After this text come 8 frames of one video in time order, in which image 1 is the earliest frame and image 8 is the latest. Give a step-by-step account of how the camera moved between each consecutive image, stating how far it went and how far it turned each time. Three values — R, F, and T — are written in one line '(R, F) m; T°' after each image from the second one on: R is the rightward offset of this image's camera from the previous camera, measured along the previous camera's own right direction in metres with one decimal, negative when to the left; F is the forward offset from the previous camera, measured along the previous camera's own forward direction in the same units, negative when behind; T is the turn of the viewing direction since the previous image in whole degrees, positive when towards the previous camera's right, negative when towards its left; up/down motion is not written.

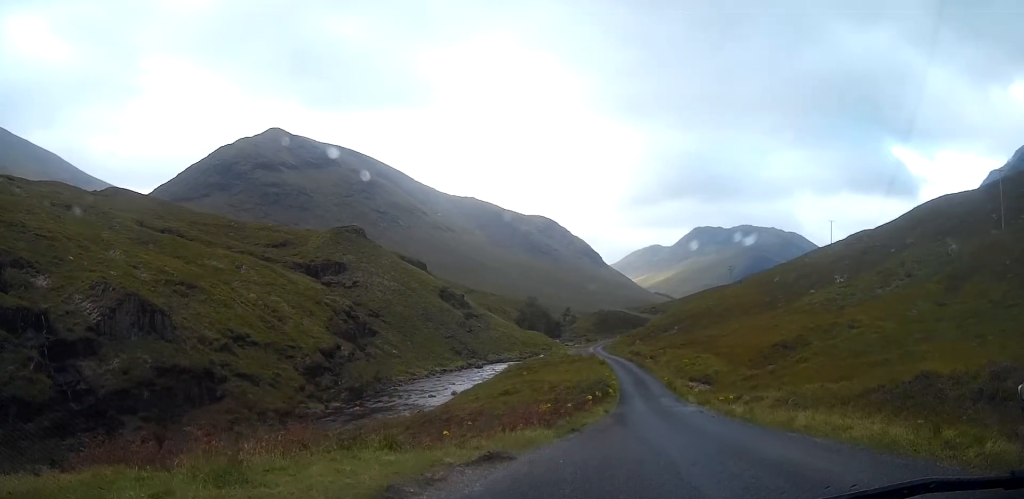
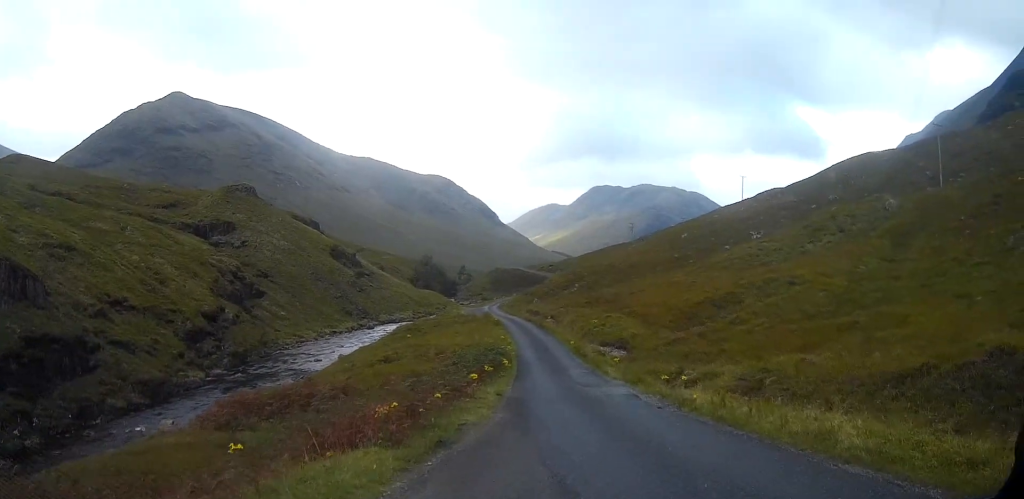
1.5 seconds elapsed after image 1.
(+0.2, +7.6) m; +3°
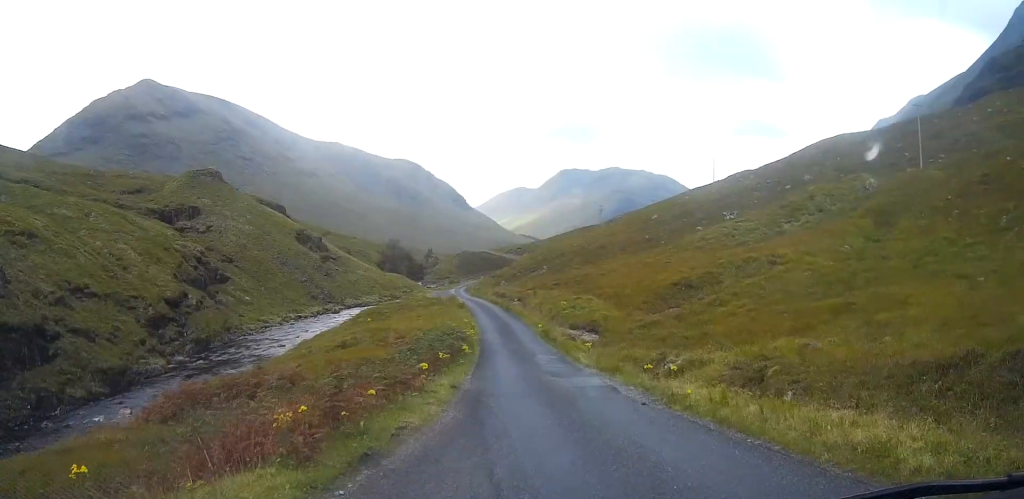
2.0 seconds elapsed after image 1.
(0.0, +2.5) m; +1°
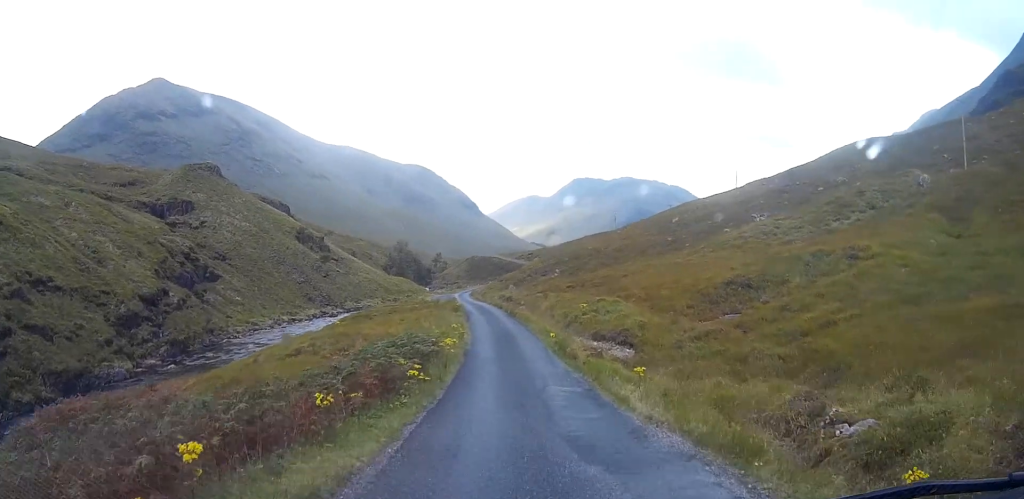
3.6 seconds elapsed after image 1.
(+0.2, +10.4) m; +2°
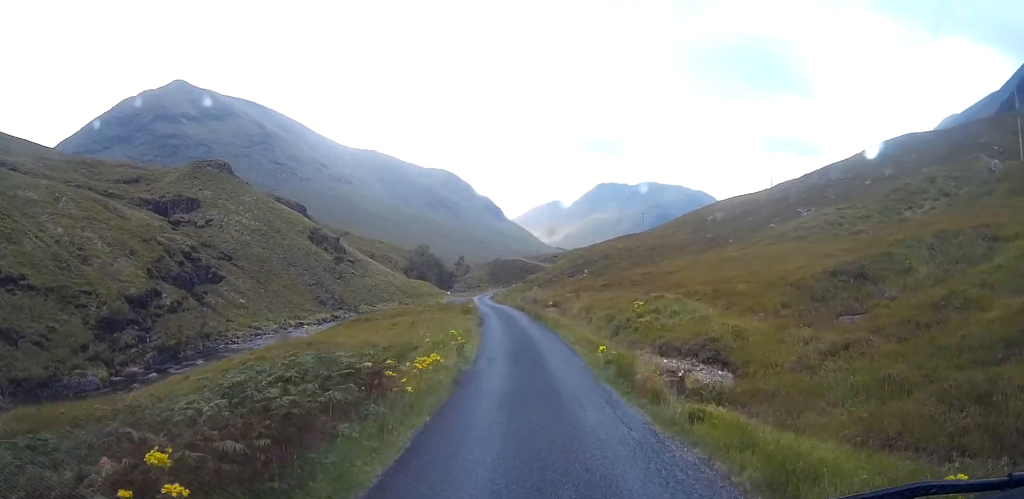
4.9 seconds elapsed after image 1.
(0.0, +9.6) m; 0°
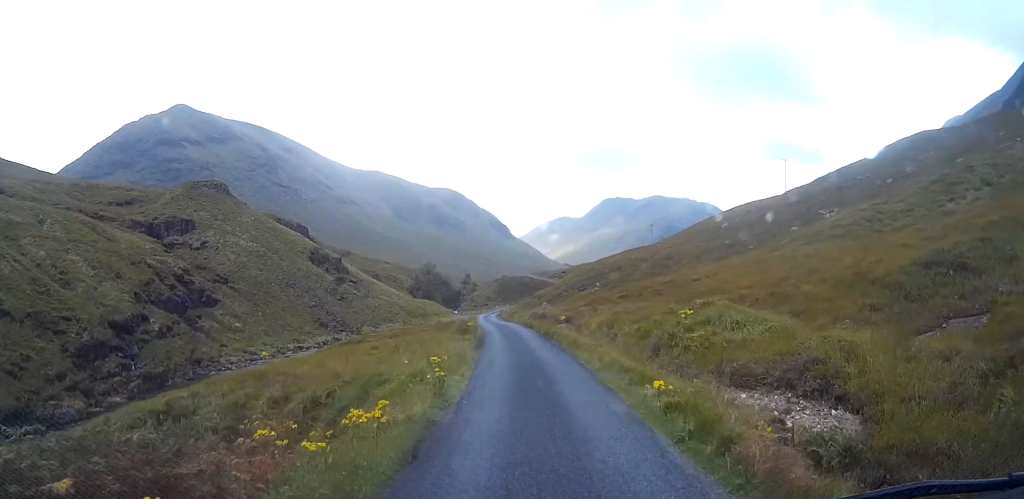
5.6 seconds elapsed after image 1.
(0.0, +6.0) m; -1°
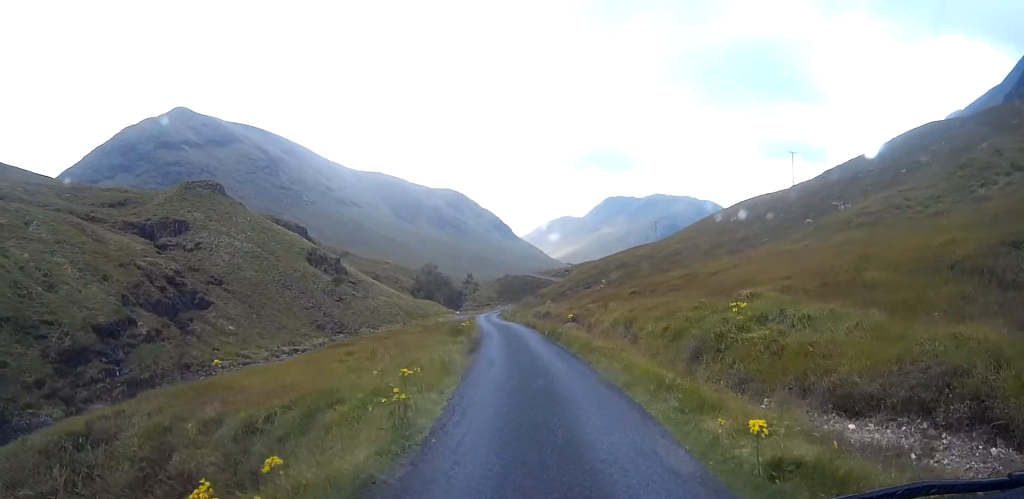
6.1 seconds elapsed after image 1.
(0.0, +4.1) m; -1°
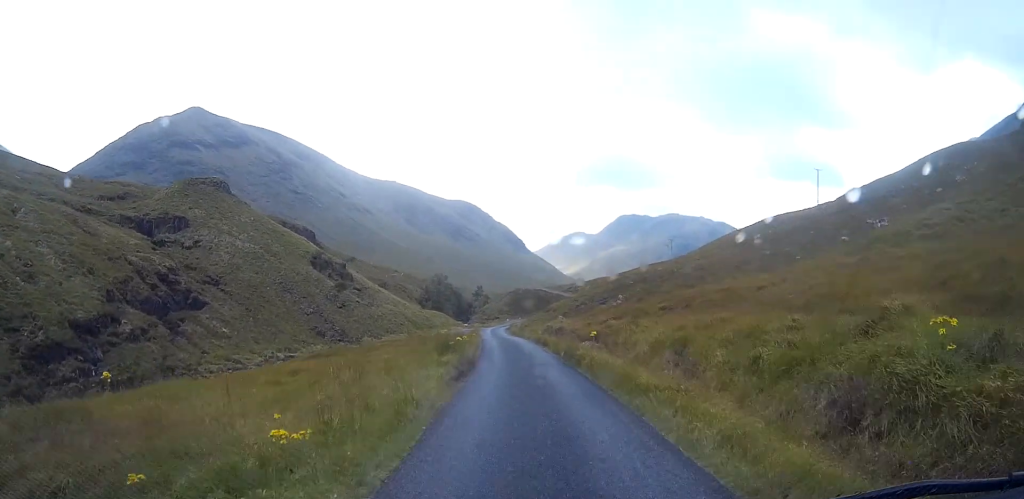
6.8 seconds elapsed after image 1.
(-0.1, +6.5) m; 0°
